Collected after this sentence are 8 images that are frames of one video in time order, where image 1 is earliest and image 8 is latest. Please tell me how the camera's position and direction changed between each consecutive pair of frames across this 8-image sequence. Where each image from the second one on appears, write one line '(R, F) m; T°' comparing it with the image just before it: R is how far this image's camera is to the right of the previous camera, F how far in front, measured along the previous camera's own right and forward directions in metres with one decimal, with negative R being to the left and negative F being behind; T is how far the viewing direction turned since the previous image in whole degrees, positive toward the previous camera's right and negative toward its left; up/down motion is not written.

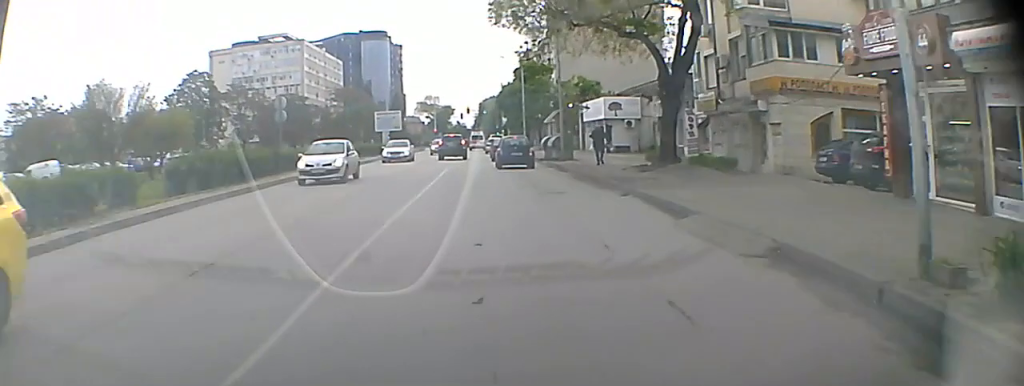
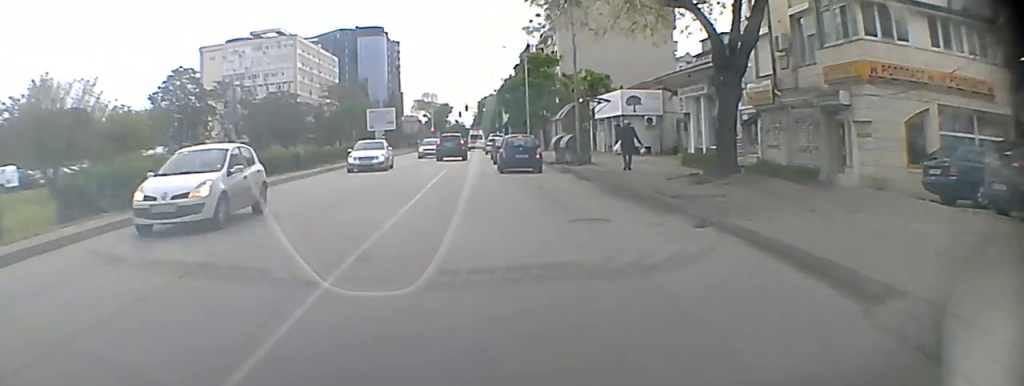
(0.0, +5.6) m; +1°
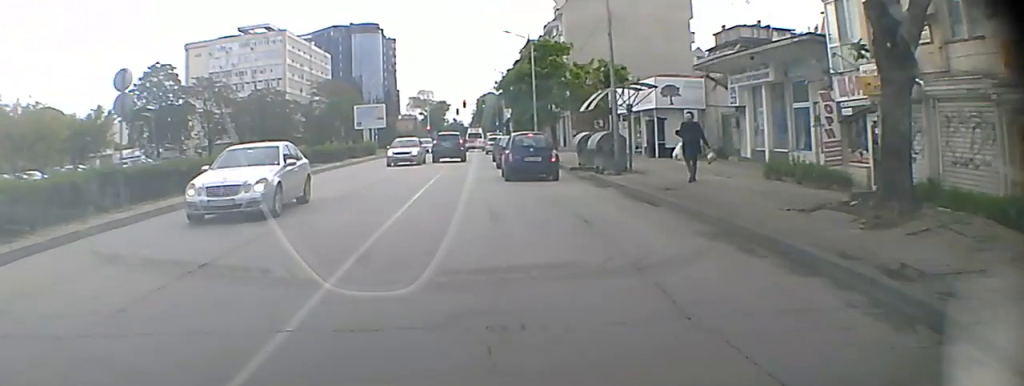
(+0.2, +7.3) m; +2°
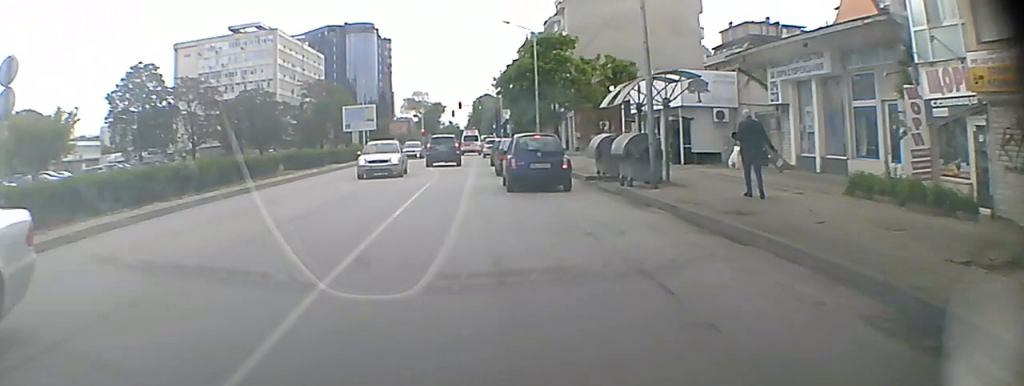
(0.0, +3.5) m; 0°
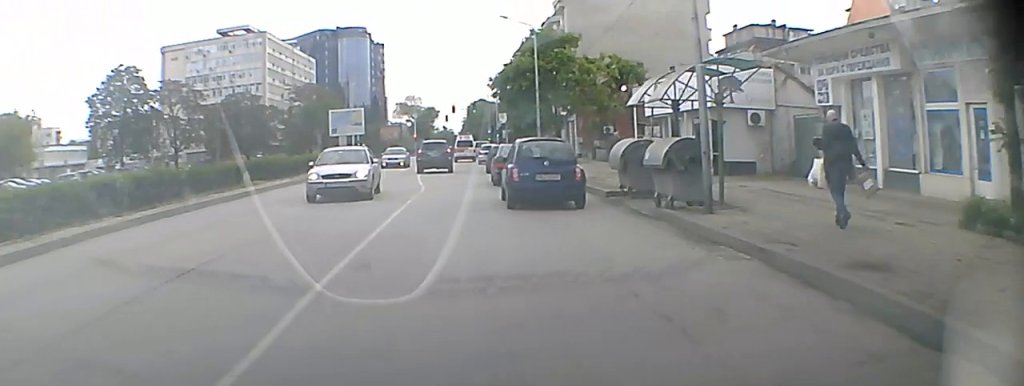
(0.0, +3.7) m; 0°
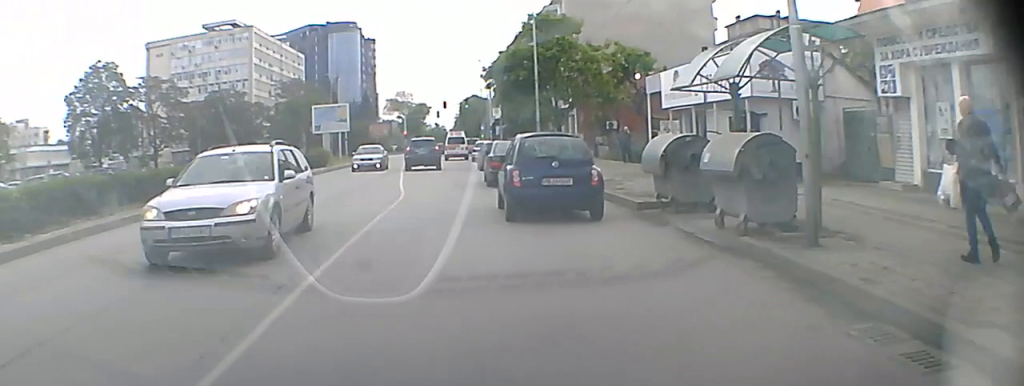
(0.0, +2.7) m; 0°
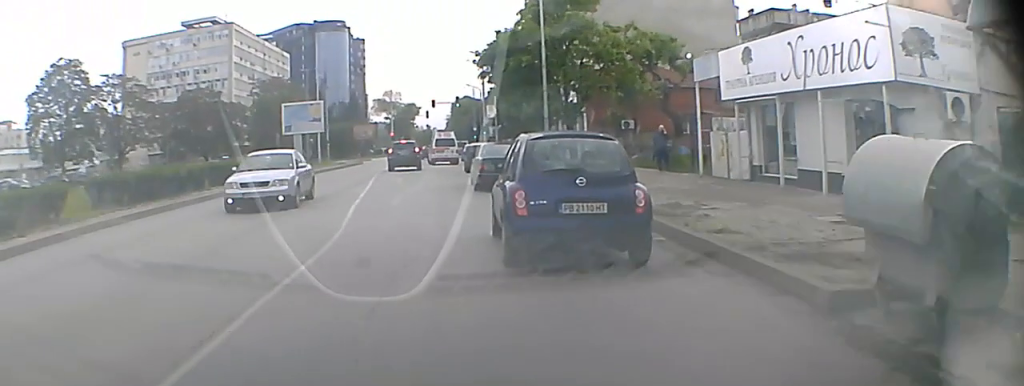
(0.0, +8.4) m; 0°
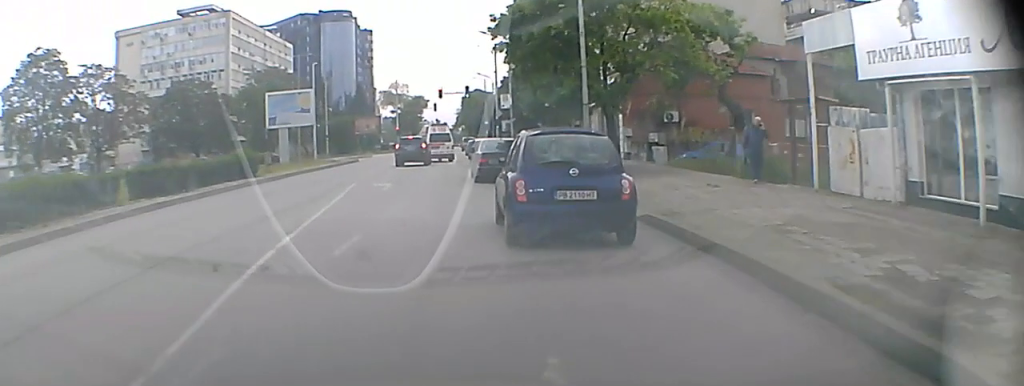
(-0.2, +10.8) m; -1°
